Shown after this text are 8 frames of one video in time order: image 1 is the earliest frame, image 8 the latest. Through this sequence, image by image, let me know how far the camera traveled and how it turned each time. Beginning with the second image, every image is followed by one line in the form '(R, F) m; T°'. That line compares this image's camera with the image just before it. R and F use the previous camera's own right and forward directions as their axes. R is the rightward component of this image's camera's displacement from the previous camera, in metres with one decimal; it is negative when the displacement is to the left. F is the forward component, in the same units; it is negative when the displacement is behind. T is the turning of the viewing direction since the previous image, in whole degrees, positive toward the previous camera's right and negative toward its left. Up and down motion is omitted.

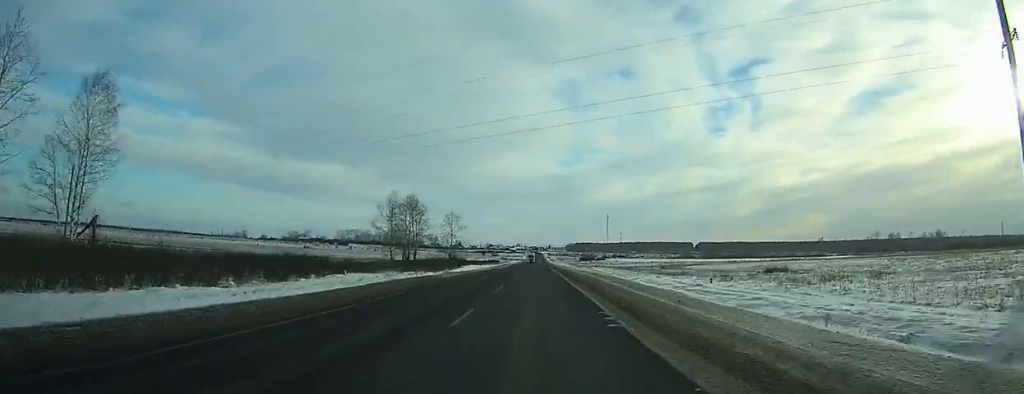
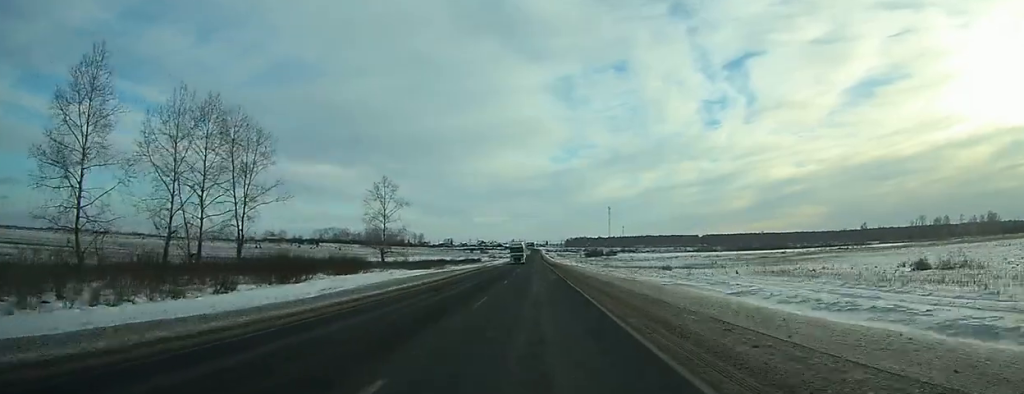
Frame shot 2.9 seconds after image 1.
(+0.3, +88.1) m; 0°
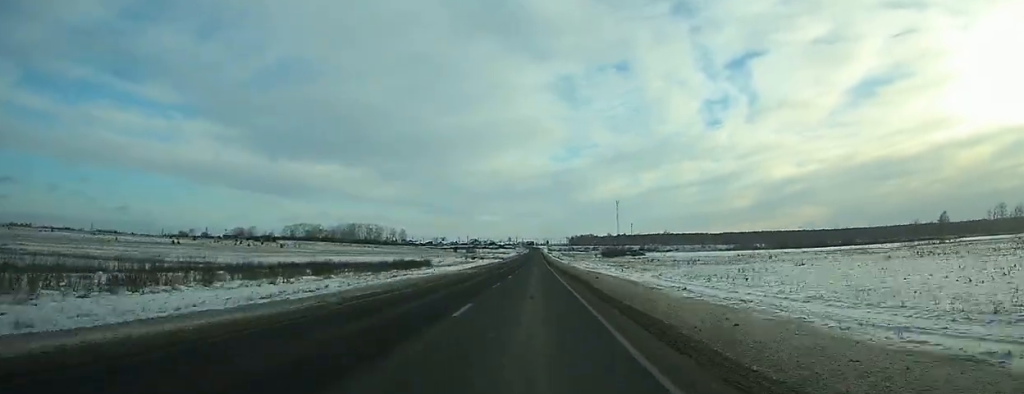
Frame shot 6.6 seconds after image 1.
(-0.6, +100.5) m; 0°
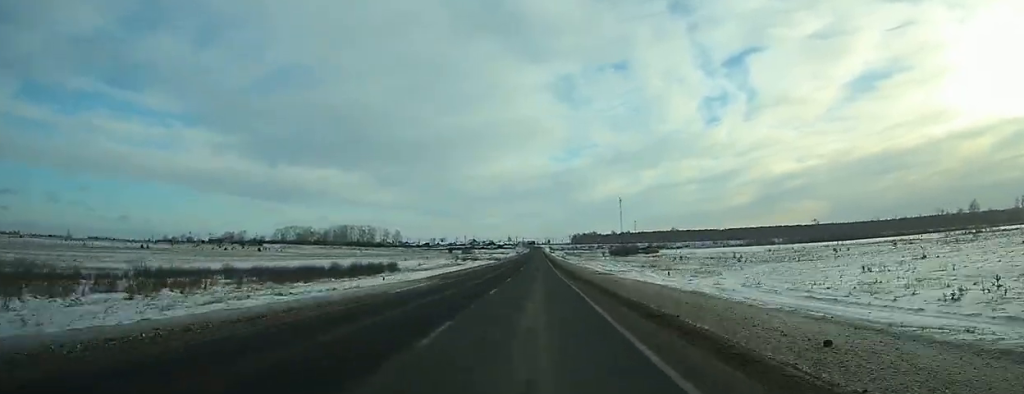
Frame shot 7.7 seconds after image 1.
(+0.2, +26.1) m; 0°
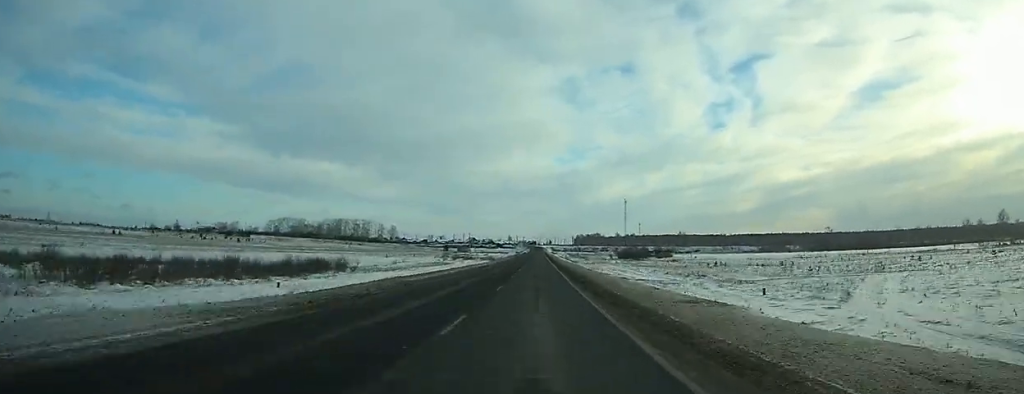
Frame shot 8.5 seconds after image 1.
(0.0, +20.2) m; 0°
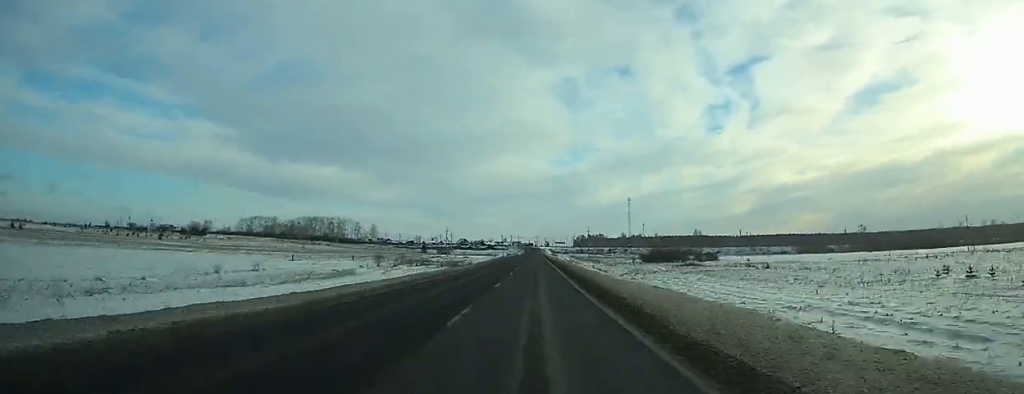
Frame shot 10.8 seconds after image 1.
(+0.1, +50.6) m; 0°
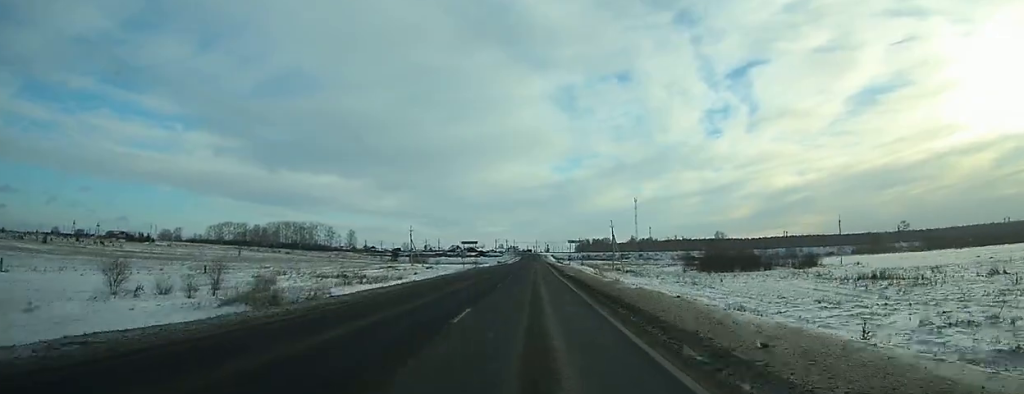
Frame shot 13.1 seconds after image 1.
(-0.1, +52.8) m; 0°
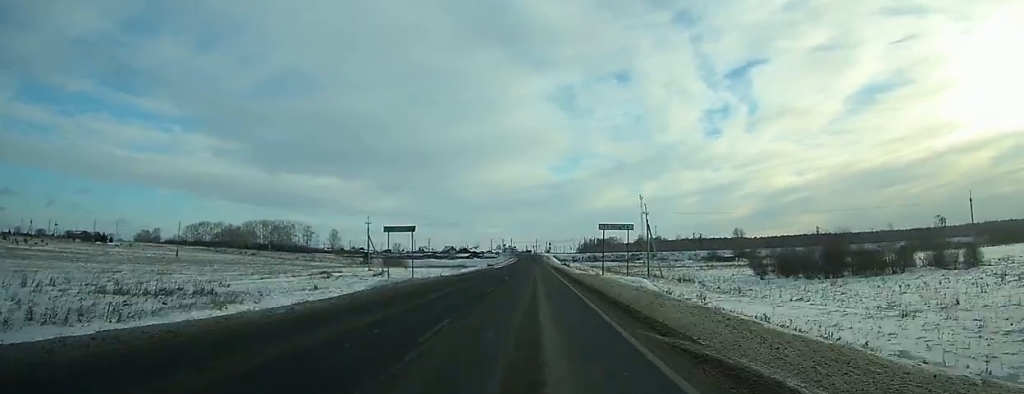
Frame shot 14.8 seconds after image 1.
(+0.1, +37.8) m; 0°
